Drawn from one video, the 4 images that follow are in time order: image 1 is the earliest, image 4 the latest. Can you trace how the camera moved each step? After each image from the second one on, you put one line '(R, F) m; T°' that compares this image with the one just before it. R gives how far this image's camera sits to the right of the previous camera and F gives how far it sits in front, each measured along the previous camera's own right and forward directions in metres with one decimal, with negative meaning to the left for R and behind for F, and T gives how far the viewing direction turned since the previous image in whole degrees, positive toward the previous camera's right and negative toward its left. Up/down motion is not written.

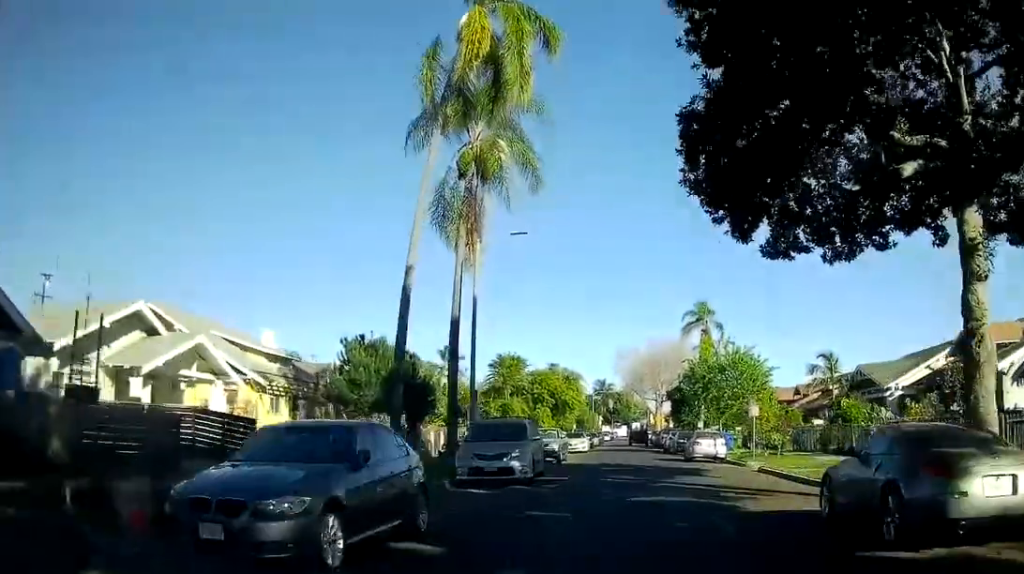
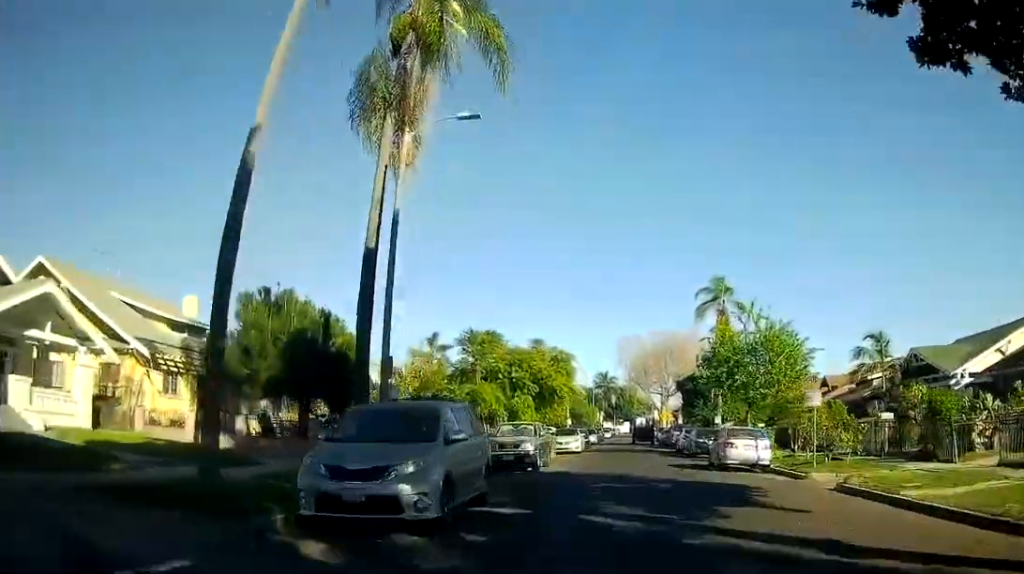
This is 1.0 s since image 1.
(0.0, +9.0) m; +1°
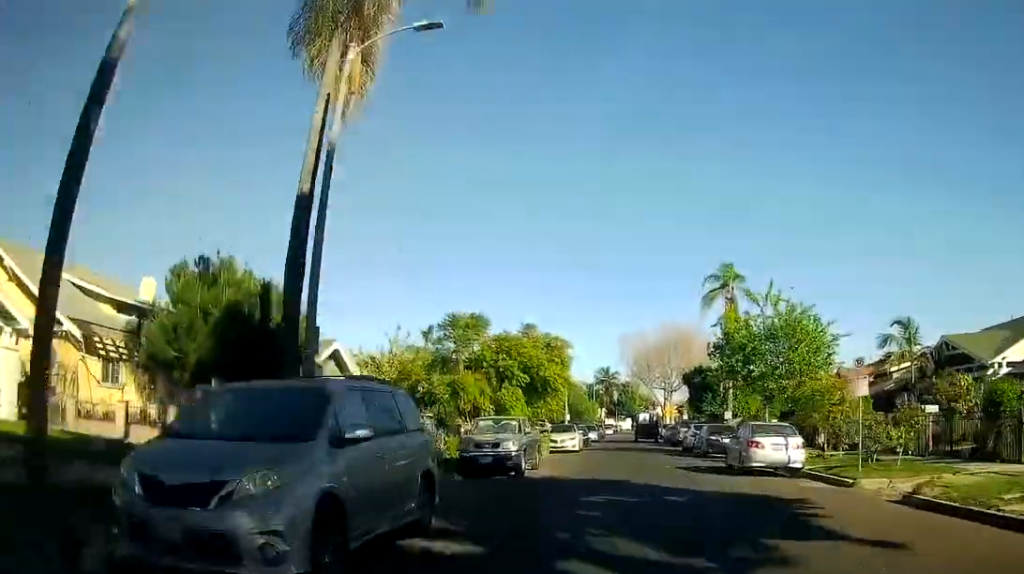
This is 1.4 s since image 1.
(0.0, +3.8) m; 0°
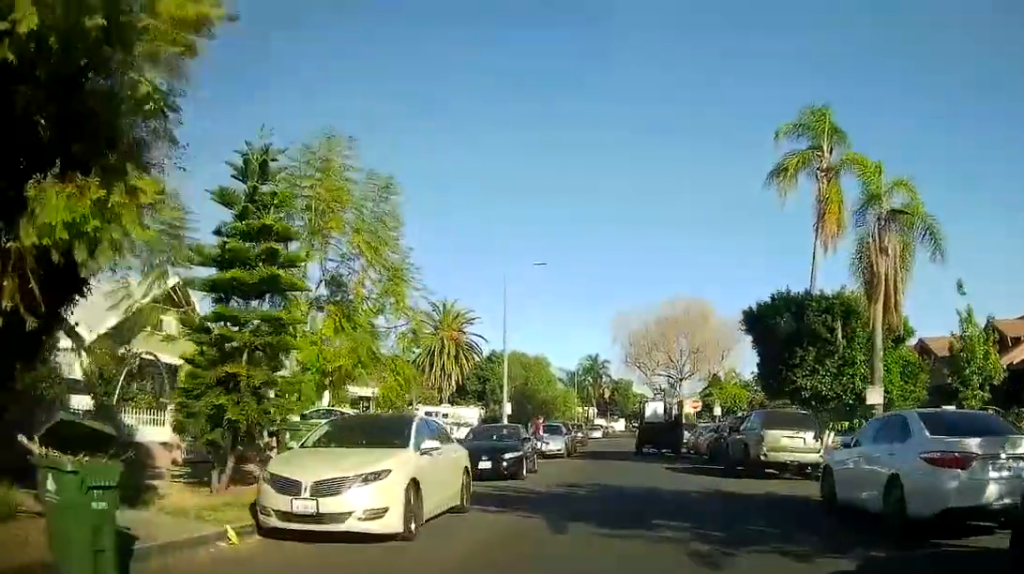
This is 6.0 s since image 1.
(0.0, +37.6) m; 0°
